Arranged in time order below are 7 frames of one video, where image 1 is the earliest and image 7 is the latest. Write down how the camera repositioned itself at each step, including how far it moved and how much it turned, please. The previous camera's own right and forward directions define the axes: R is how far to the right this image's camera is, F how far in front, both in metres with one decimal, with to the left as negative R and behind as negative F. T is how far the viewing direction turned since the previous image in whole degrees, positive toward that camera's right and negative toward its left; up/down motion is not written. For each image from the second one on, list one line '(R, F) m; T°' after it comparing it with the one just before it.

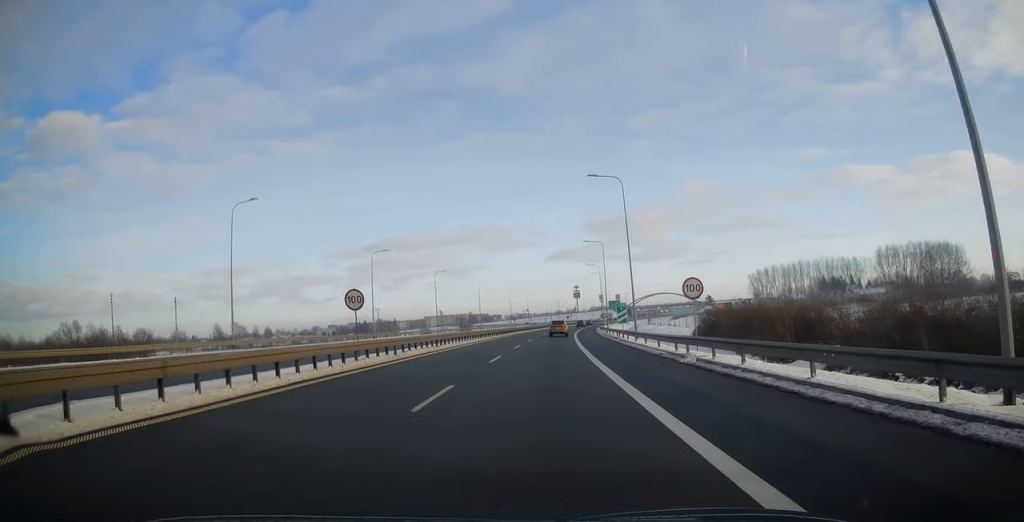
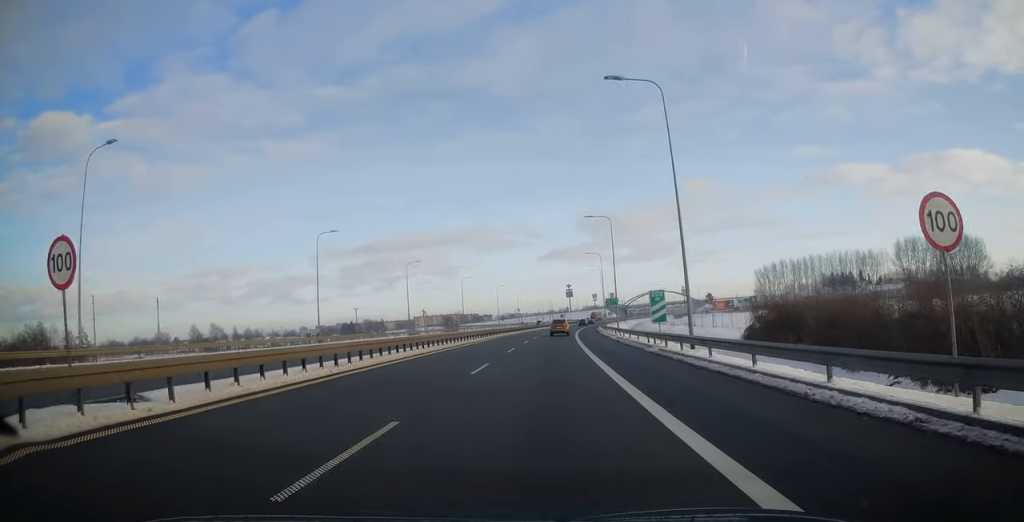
(+0.1, +16.9) m; +1°
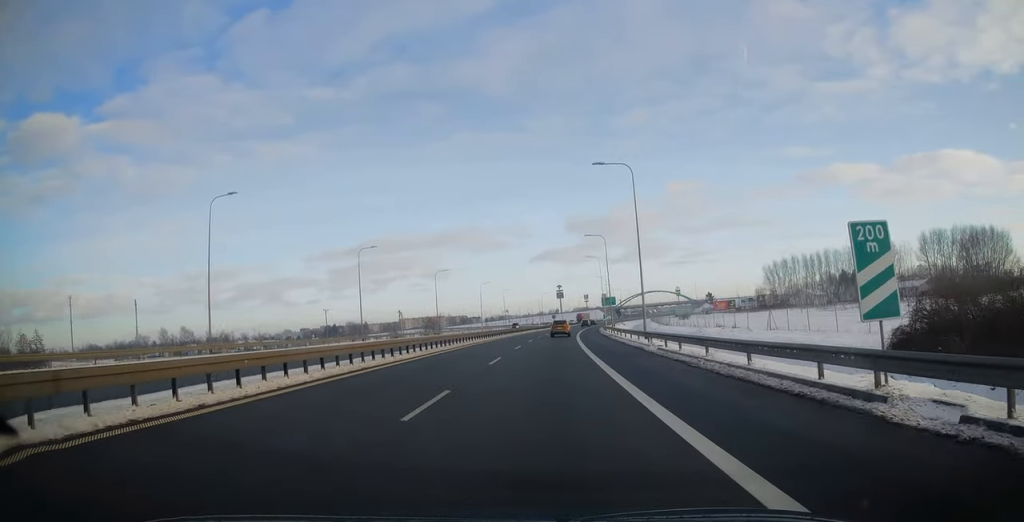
(-0.2, +20.0) m; +1°
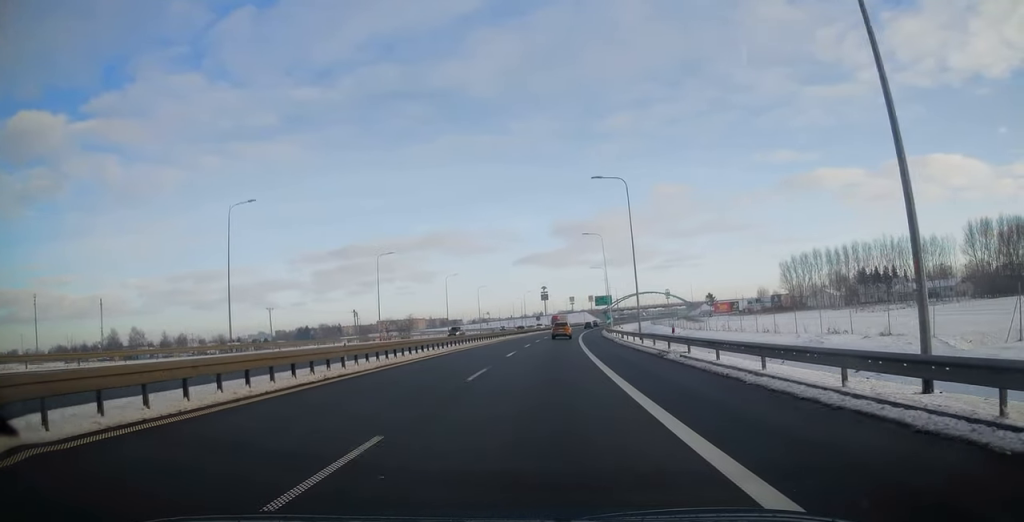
(+0.7, +28.9) m; +2°
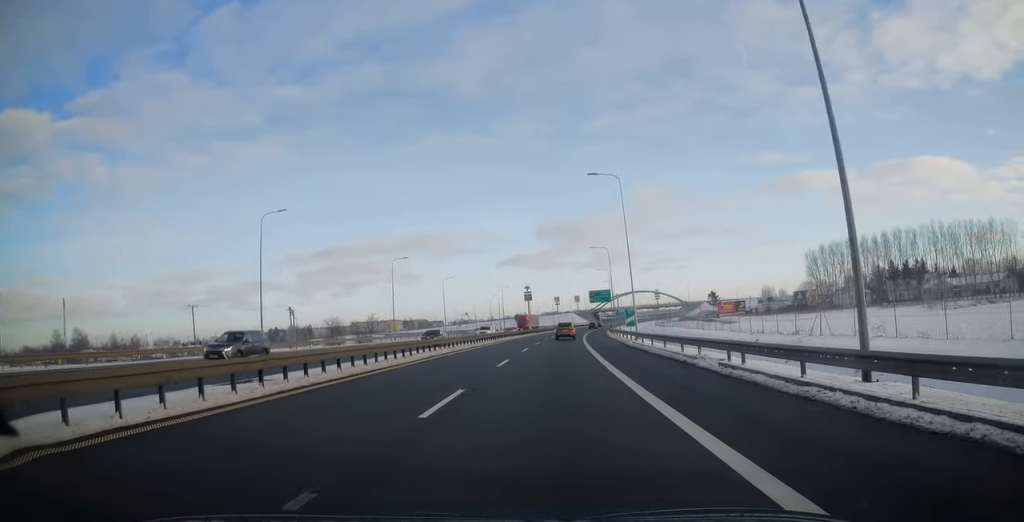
(+0.3, +29.9) m; +2°
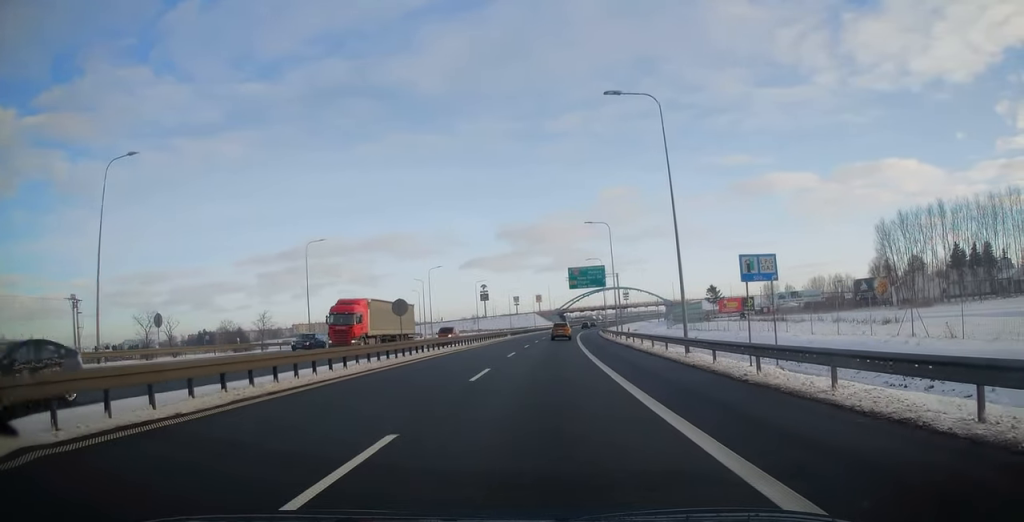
(+1.7, +53.2) m; +3°
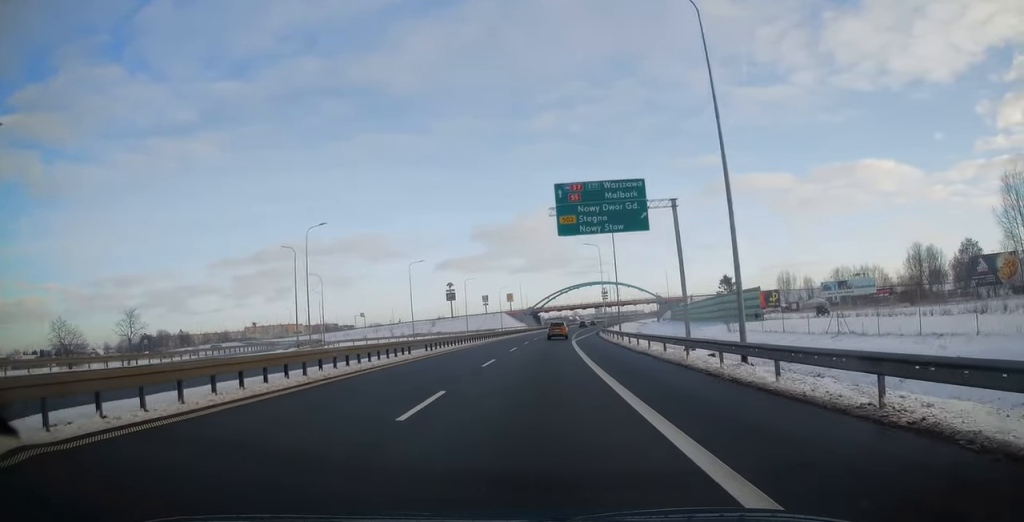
(+0.7, +42.3) m; +3°
